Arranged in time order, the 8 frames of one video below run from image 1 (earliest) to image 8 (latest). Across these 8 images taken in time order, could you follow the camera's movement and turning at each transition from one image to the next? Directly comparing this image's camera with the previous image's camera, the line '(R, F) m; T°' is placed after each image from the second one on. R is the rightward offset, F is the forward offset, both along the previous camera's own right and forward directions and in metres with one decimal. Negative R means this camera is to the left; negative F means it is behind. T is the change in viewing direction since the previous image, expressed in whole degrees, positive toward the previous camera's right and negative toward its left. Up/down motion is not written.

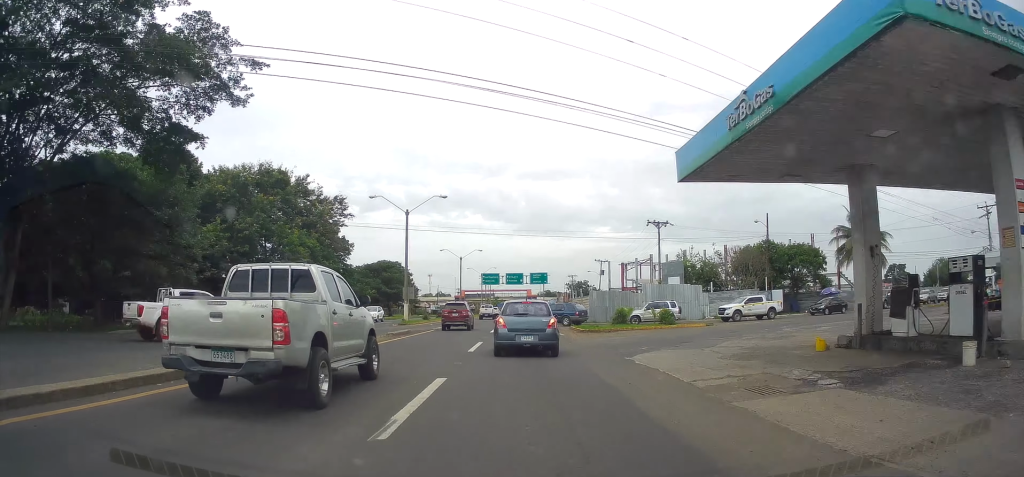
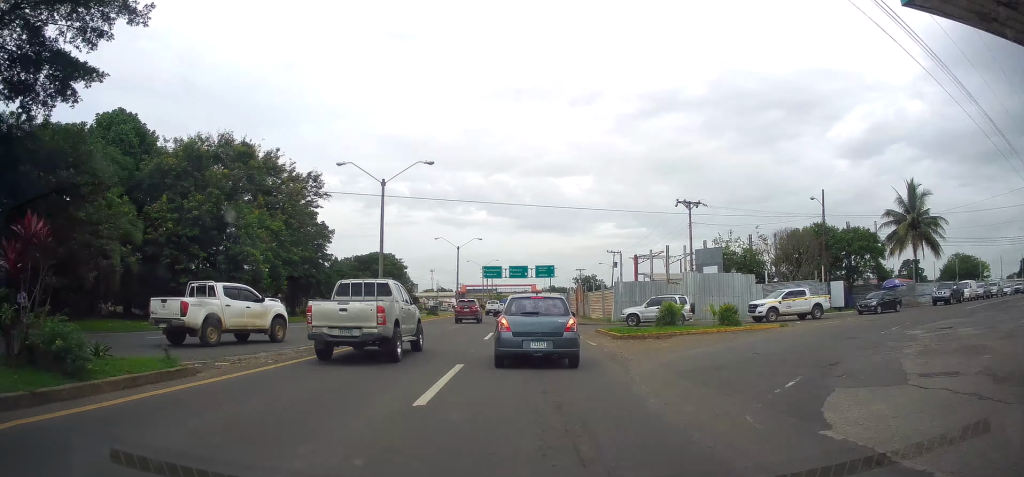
(+0.1, +13.5) m; -2°
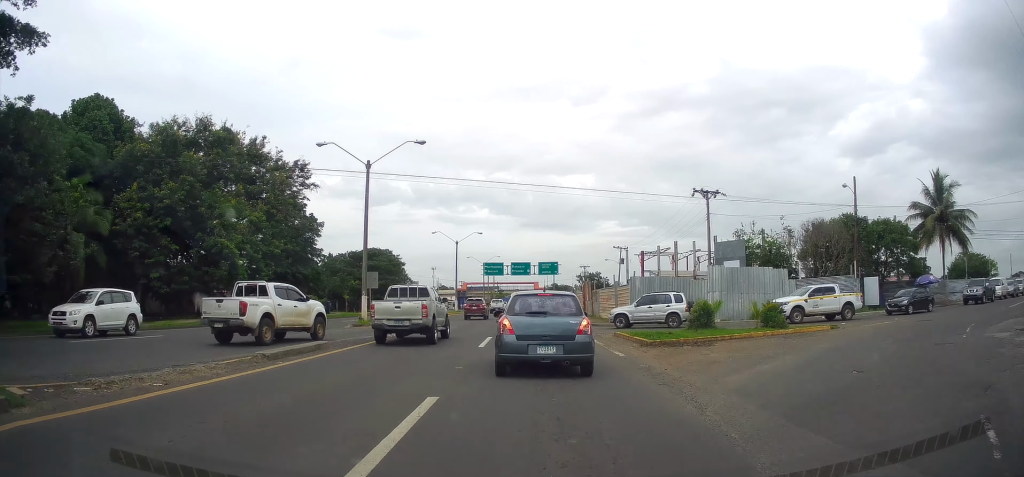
(+0.1, +6.5) m; -2°
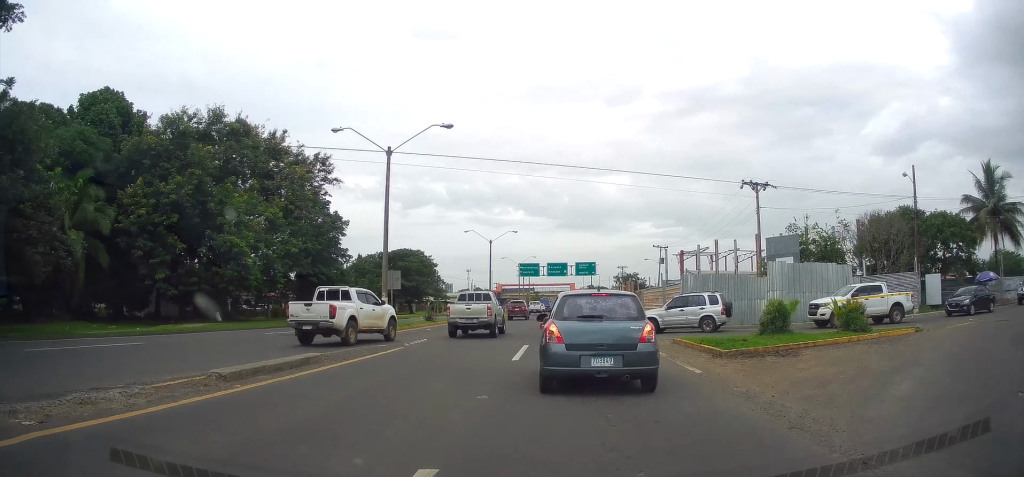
(-0.4, +3.2) m; -2°
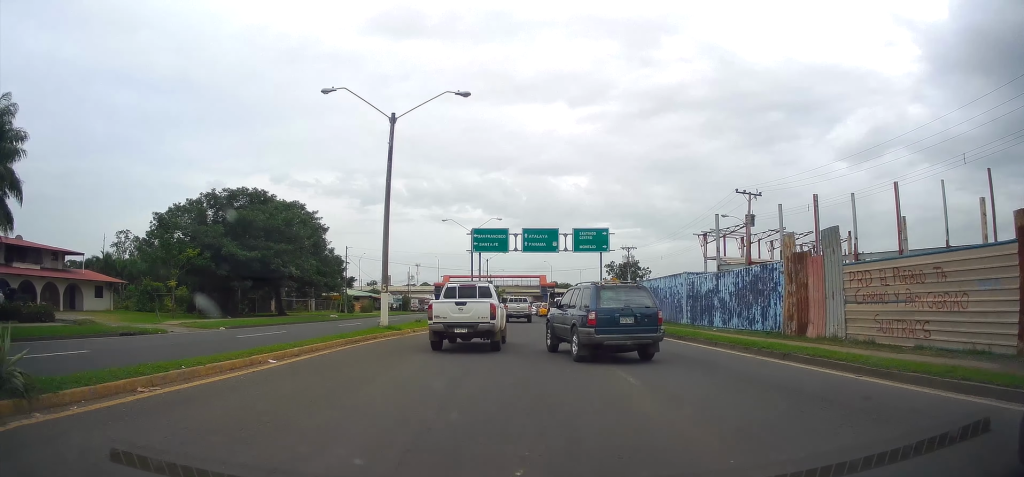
(+2.4, +37.7) m; +8°
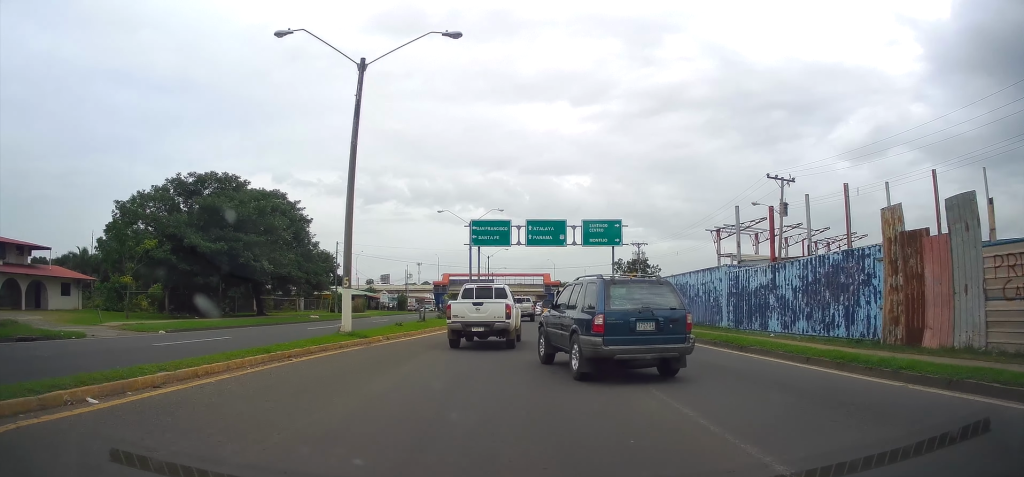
(+0.4, +5.4) m; +2°
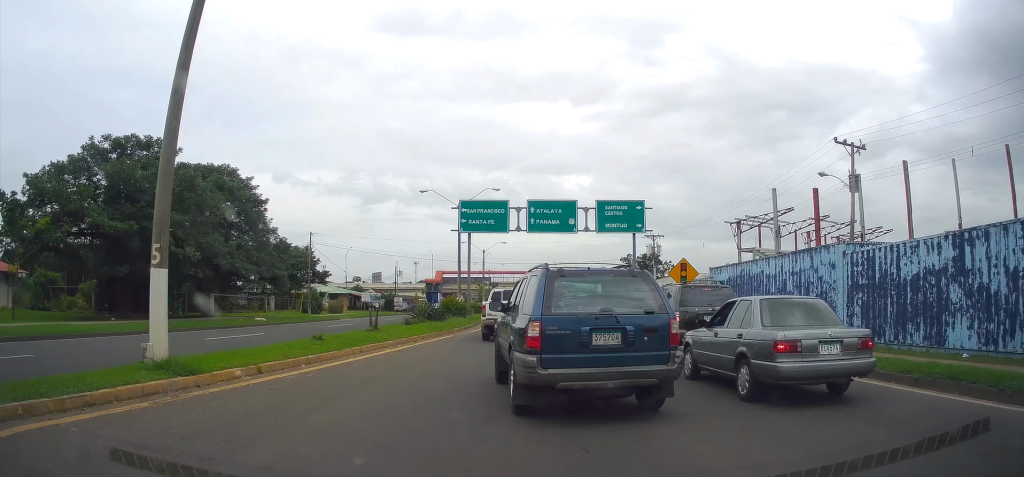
(+0.2, +10.0) m; 0°
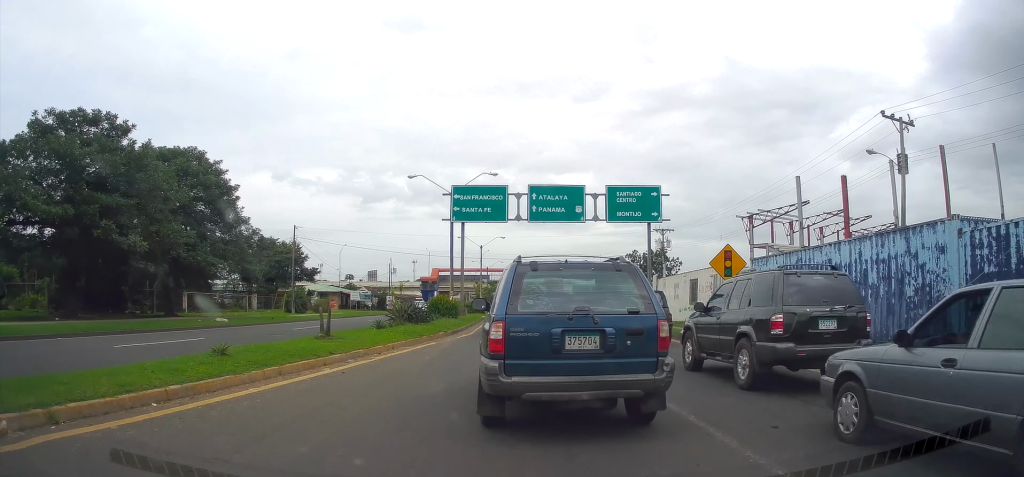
(-0.1, +5.1) m; -1°
